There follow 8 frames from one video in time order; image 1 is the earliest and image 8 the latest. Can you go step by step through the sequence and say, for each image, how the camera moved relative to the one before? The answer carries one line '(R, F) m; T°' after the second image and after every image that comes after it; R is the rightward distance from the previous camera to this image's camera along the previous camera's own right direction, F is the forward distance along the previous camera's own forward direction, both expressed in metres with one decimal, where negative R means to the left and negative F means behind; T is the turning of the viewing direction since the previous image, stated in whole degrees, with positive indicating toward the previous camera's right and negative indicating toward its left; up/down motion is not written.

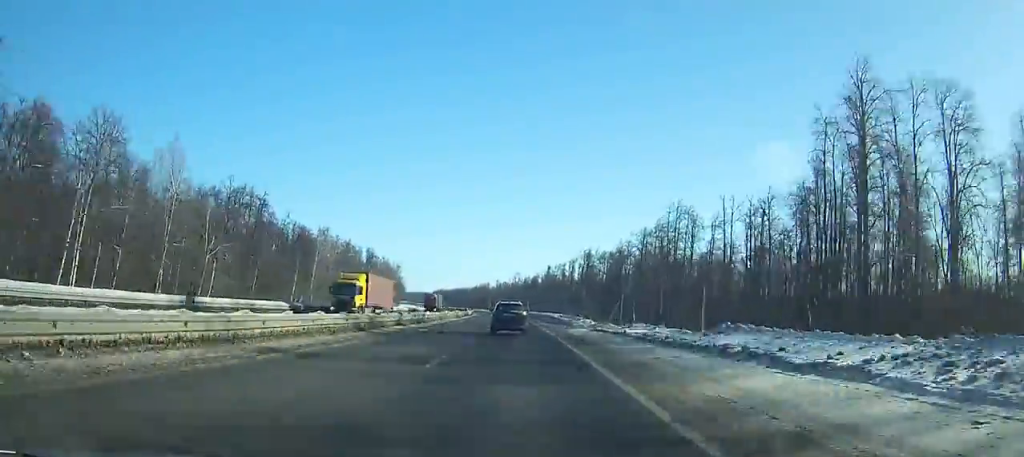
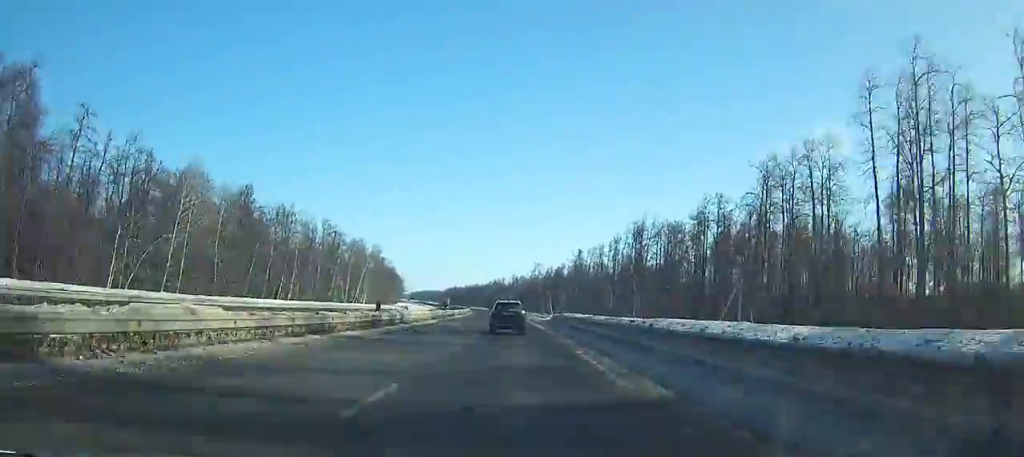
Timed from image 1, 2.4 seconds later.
(-1.5, +65.6) m; -2°
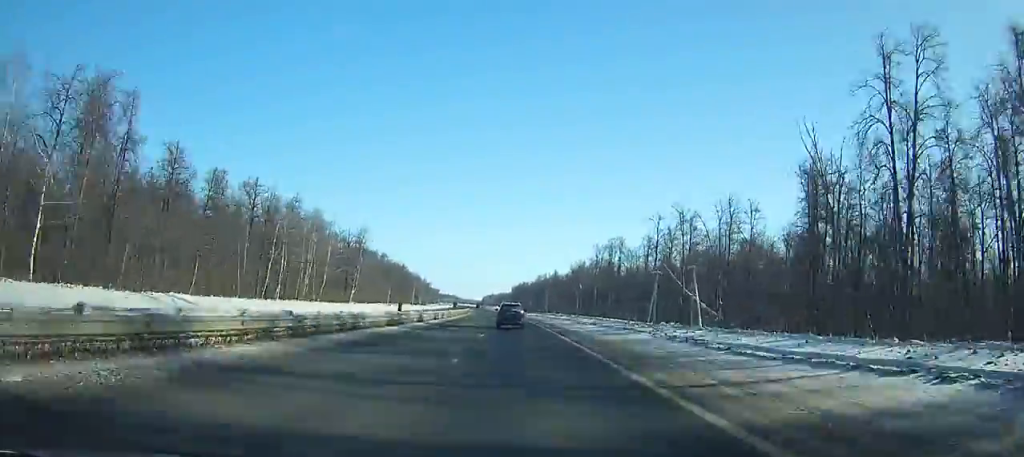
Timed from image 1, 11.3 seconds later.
(-17.8, +243.8) m; -9°
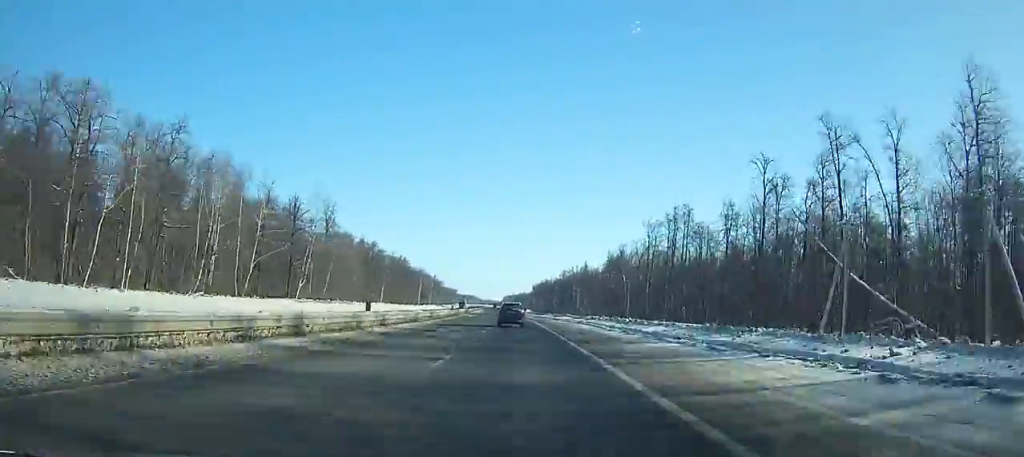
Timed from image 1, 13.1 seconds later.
(-0.6, +49.1) m; -1°
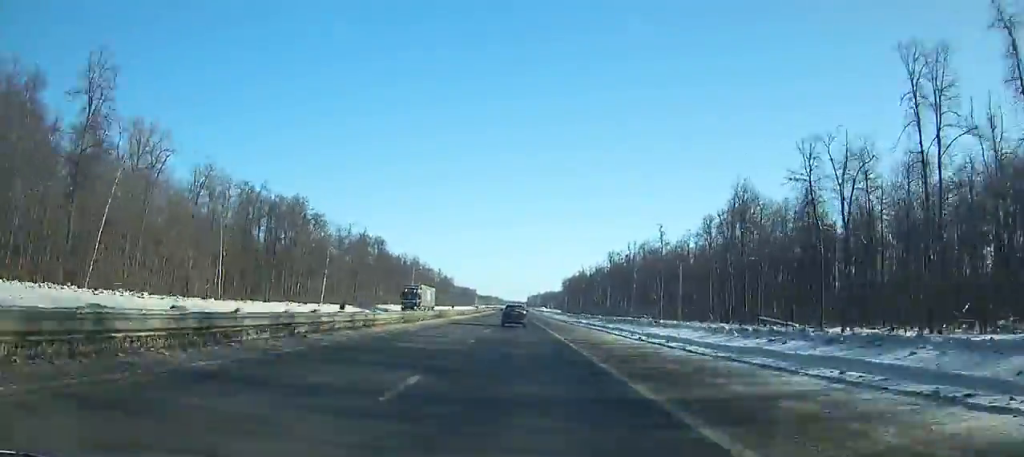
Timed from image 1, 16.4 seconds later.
(-2.0, +89.4) m; -2°
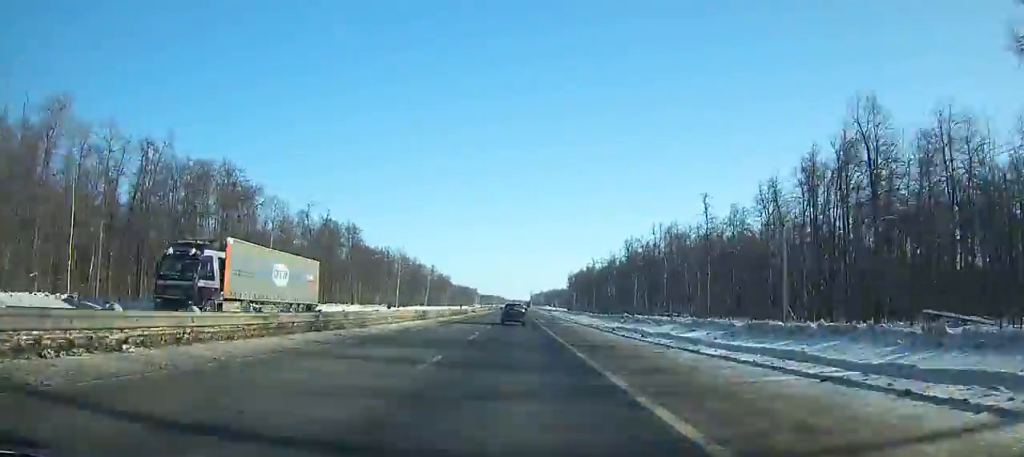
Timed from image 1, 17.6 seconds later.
(-0.3, +32.3) m; 0°
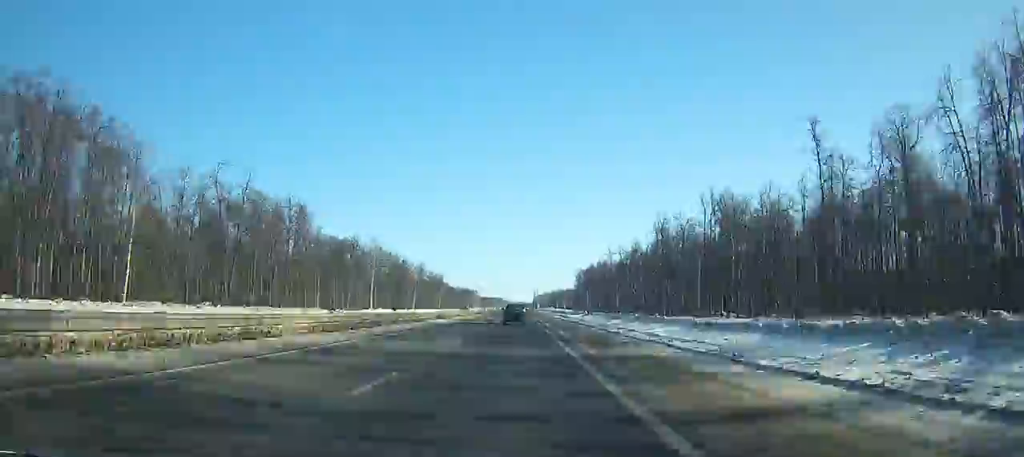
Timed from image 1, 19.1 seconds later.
(-0.2, +40.2) m; 0°
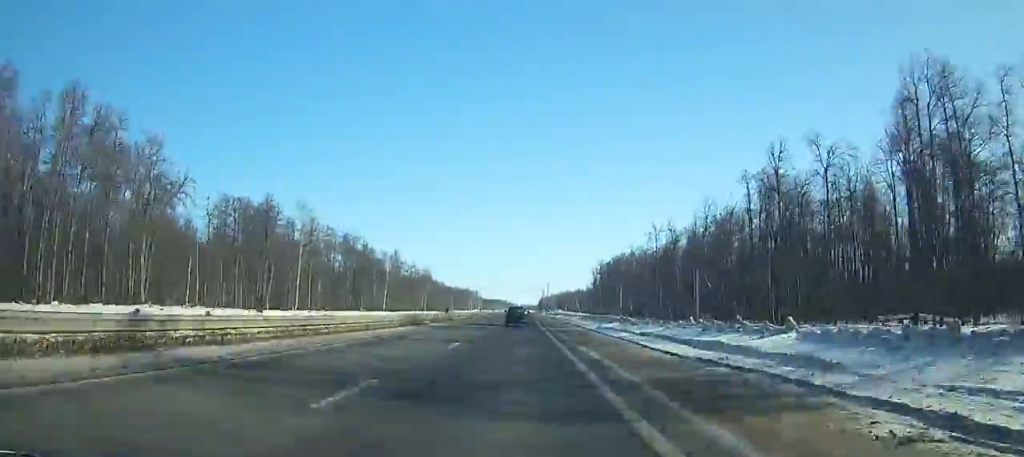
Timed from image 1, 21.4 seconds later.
(-0.3, +61.4) m; 0°
